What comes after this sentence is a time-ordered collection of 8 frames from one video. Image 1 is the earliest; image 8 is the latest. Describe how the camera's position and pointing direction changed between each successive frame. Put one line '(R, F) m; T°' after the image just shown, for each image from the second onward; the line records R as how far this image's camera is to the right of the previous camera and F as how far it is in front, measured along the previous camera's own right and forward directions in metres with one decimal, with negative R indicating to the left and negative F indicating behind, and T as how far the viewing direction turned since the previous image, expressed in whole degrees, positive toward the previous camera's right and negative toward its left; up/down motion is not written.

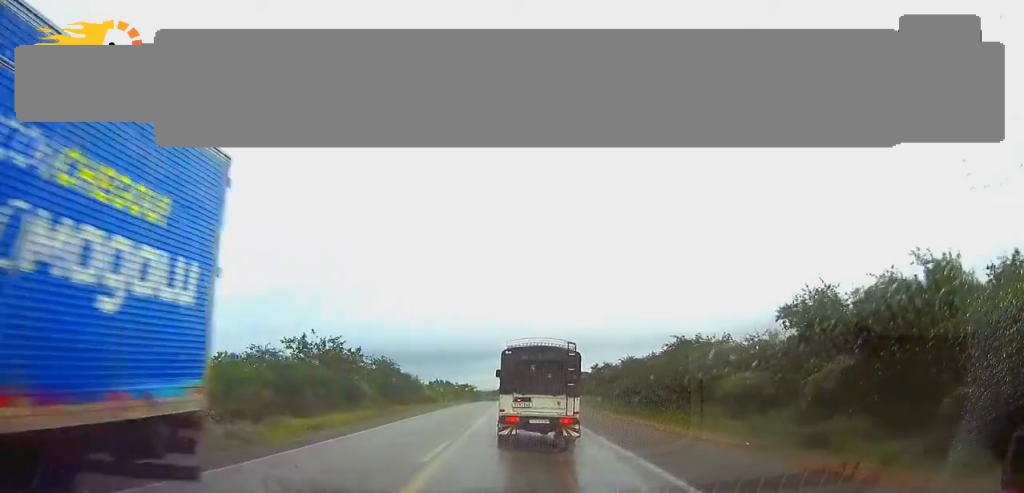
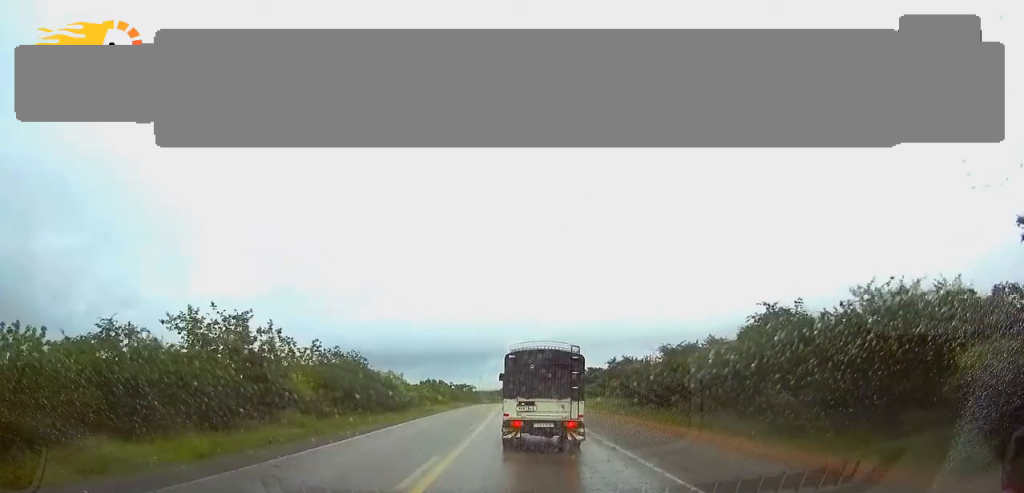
(0.0, +14.6) m; 0°
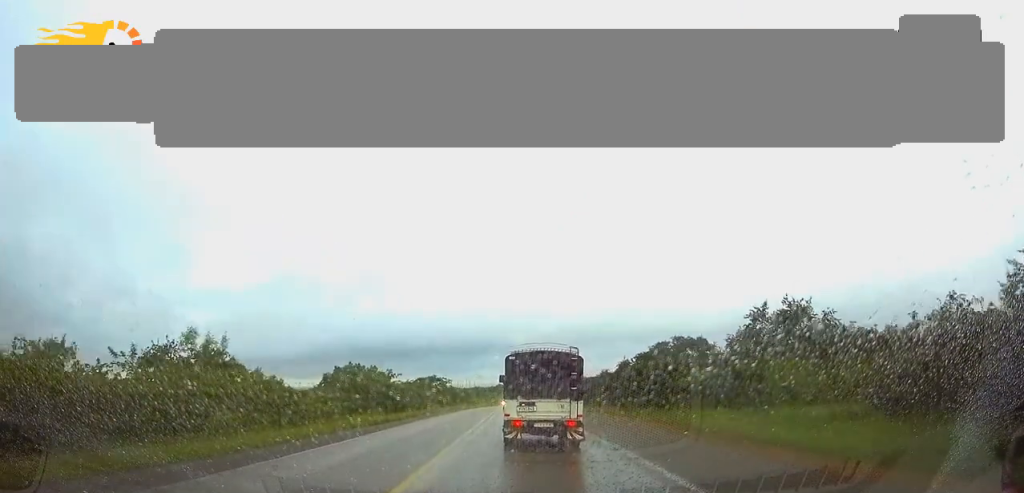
(-0.3, +49.3) m; 0°
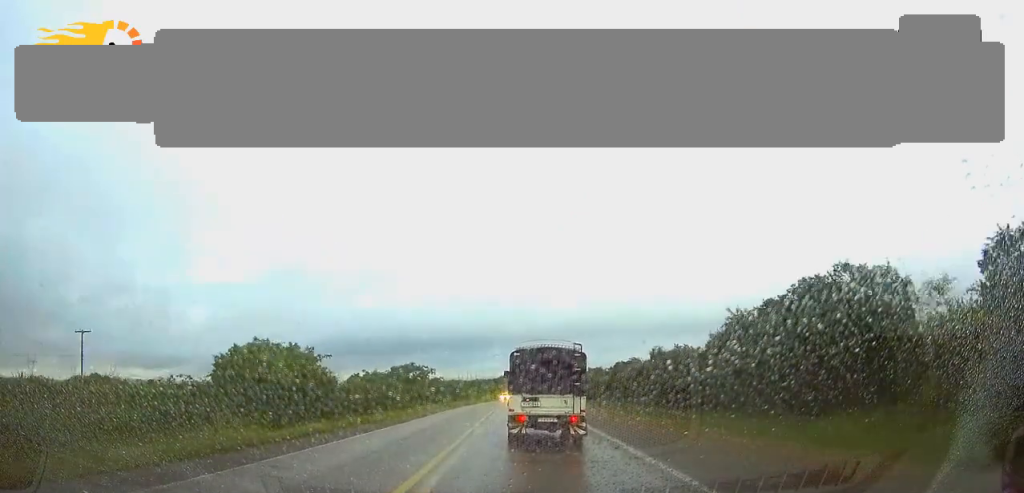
(0.0, +21.3) m; 0°
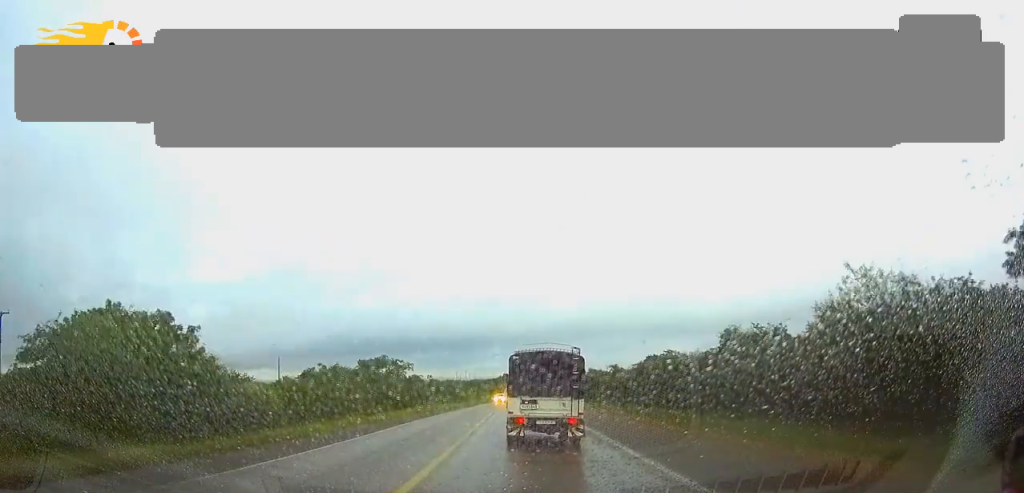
(0.0, +14.1) m; 0°
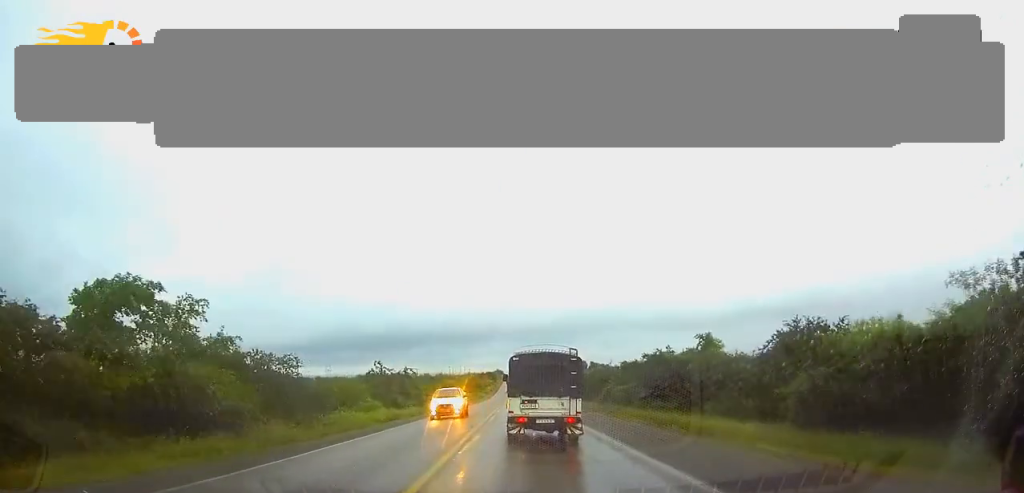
(+0.1, +36.7) m; 0°
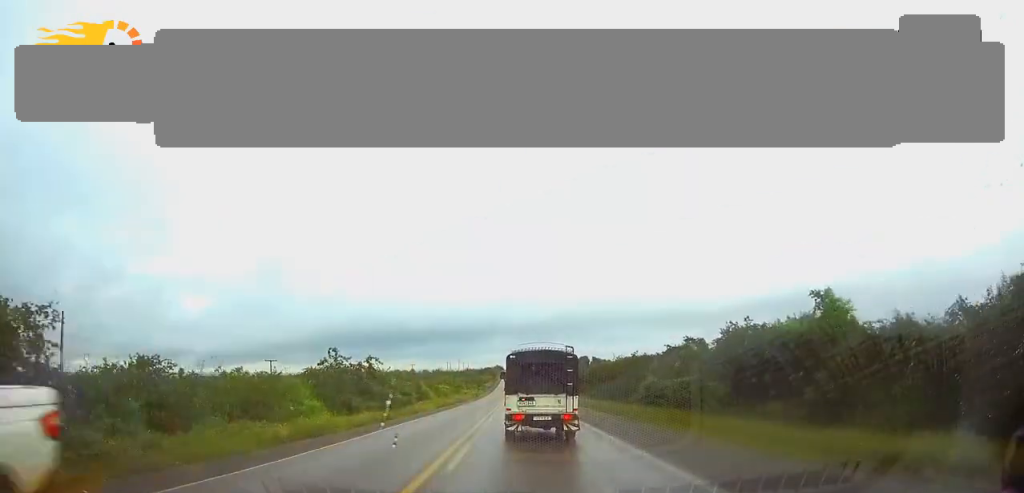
(-0.1, +16.0) m; 0°
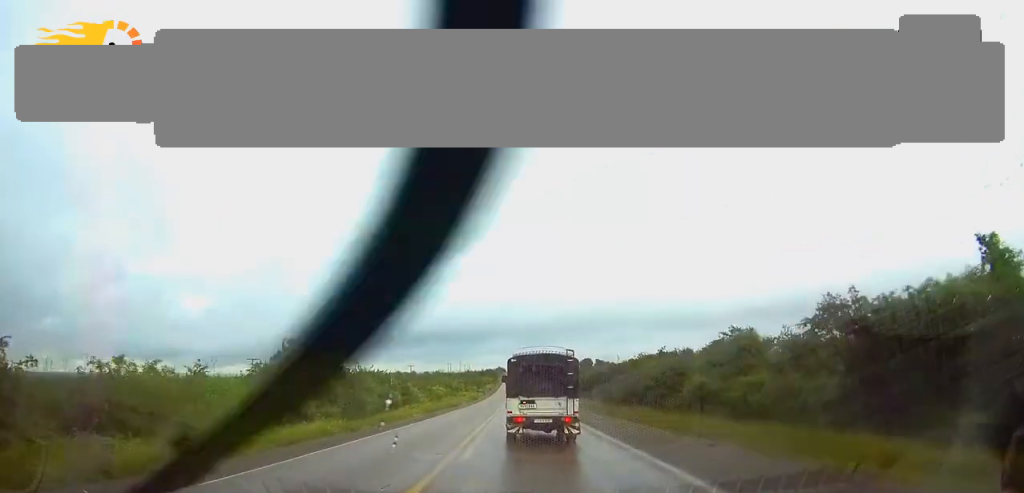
(0.0, +9.9) m; 0°
